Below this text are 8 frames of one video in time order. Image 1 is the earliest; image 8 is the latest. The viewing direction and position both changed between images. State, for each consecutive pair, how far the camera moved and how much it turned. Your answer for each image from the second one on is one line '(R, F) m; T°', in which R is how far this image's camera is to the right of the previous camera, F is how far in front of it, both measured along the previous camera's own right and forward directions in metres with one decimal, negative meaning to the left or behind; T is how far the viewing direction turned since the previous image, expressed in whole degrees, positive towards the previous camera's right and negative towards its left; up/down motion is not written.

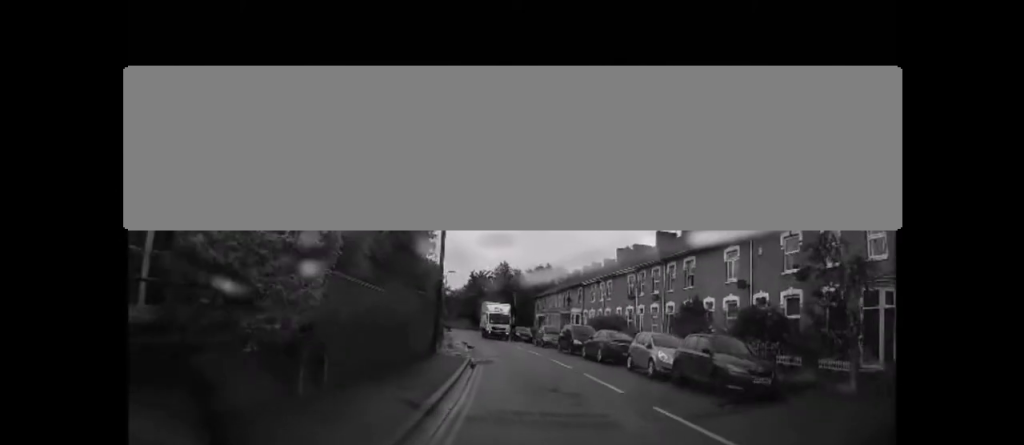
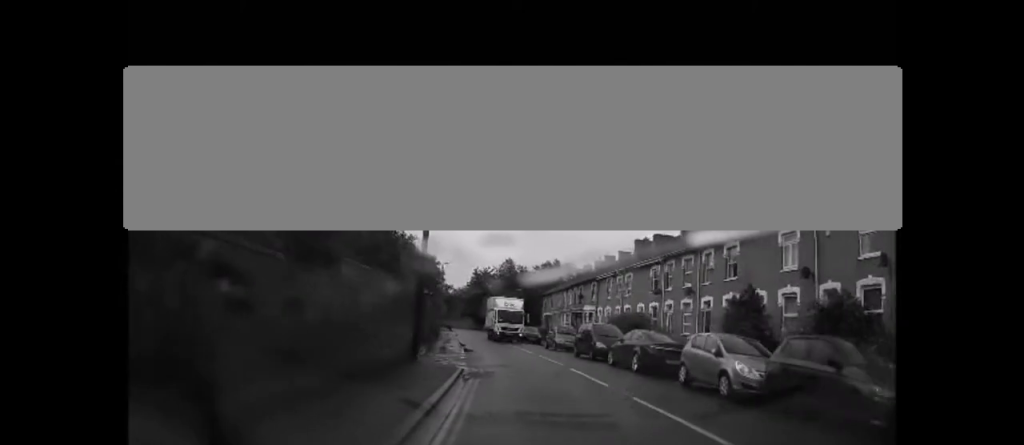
(0.0, +5.2) m; -1°
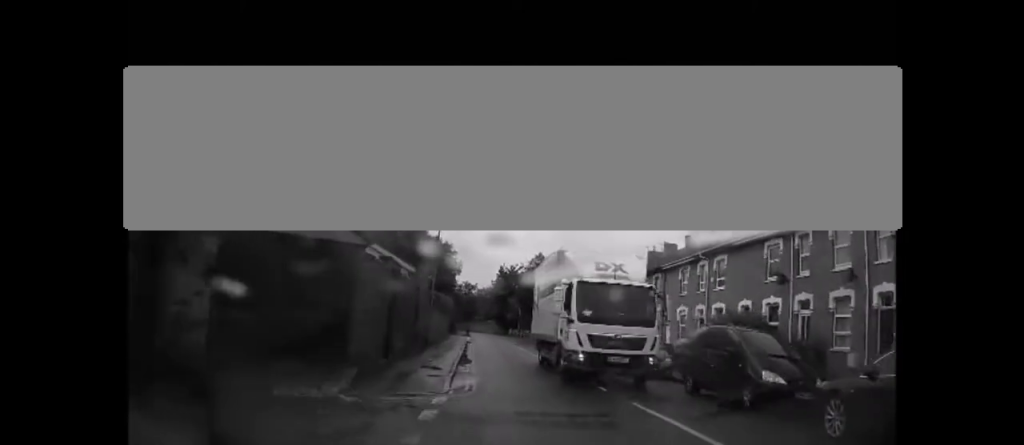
(-0.3, +12.8) m; -8°
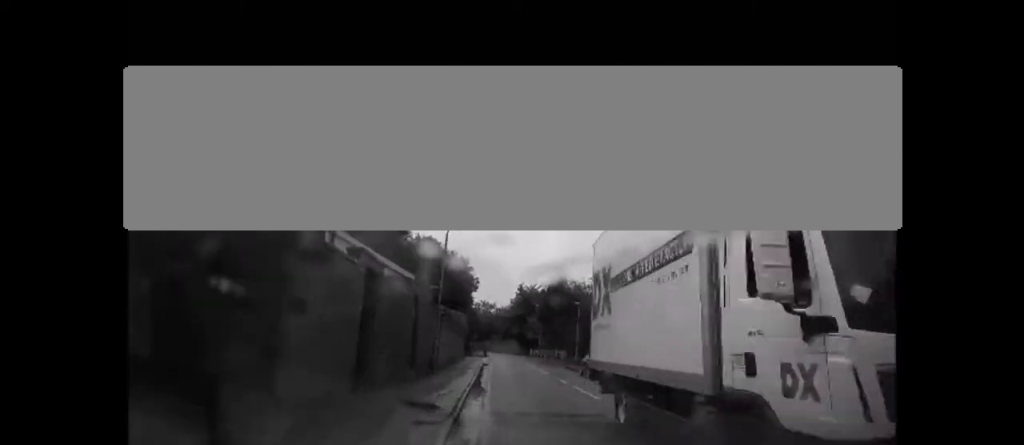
(0.0, +3.7) m; -4°
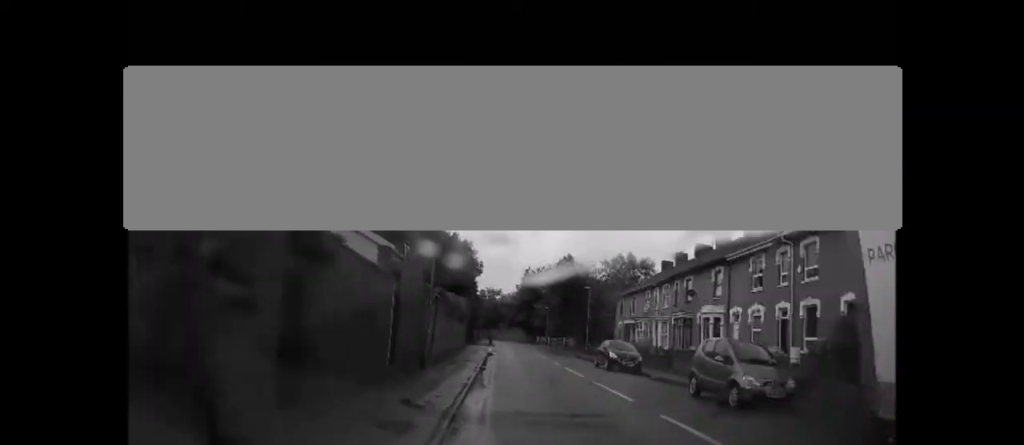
(-0.7, +3.1) m; +1°
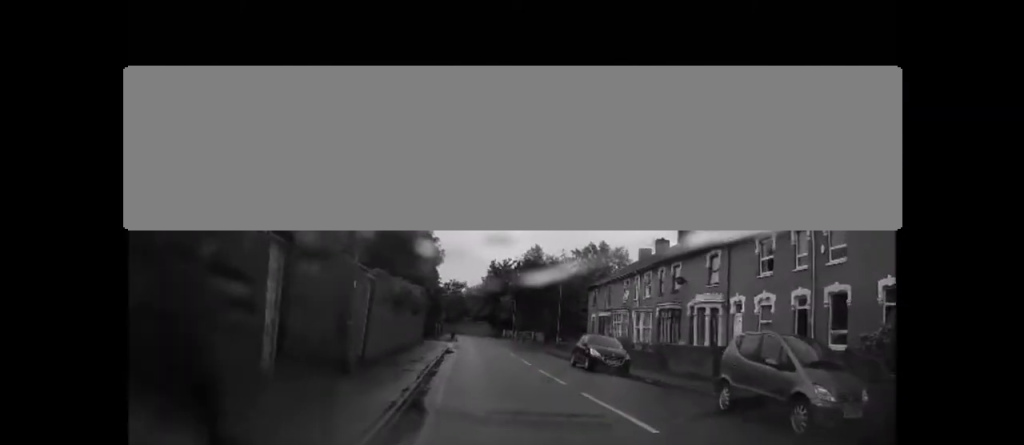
(+0.3, +4.0) m; +5°
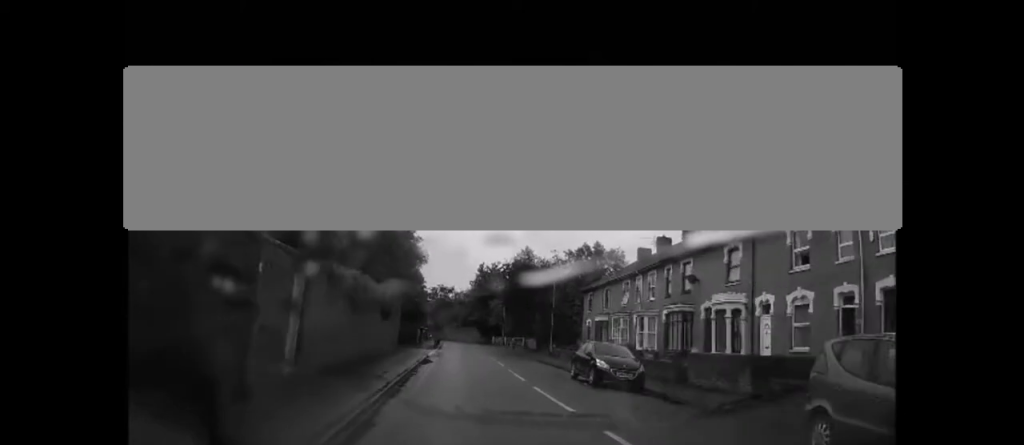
(+0.6, +3.7) m; +6°
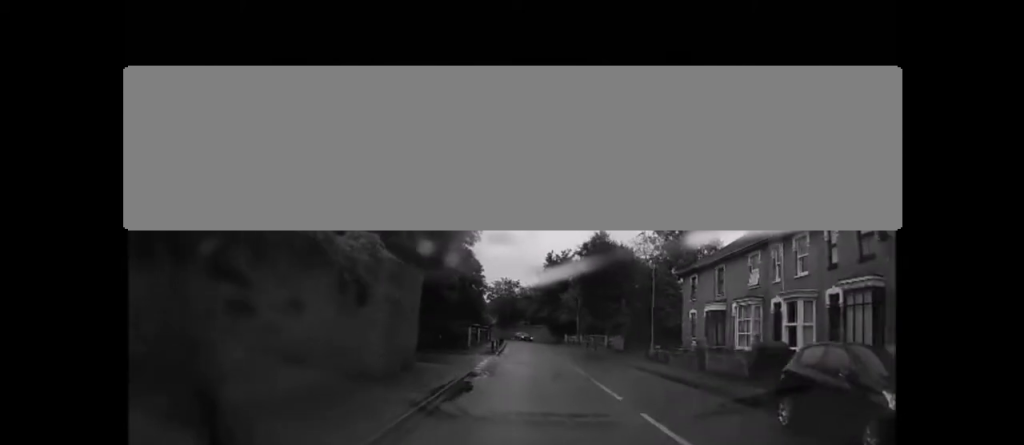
(-1.0, +11.2) m; -7°
